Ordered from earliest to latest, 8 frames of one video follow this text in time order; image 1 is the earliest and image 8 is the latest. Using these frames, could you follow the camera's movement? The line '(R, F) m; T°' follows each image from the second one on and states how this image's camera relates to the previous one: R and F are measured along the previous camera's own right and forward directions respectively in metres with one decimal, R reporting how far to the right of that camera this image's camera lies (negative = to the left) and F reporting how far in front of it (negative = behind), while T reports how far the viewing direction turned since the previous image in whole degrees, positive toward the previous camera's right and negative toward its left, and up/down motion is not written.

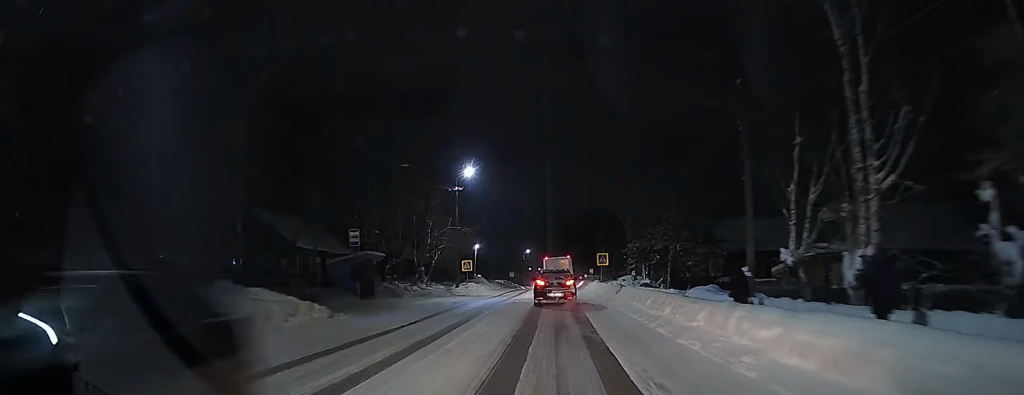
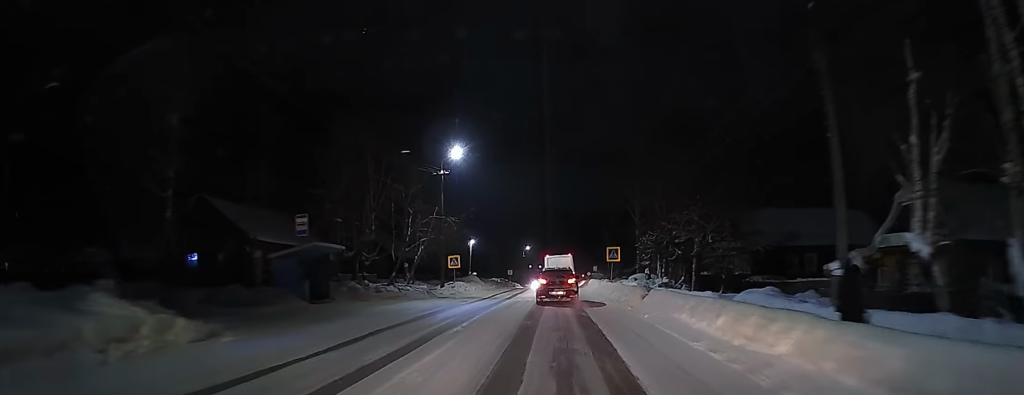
(-0.2, +7.0) m; 0°
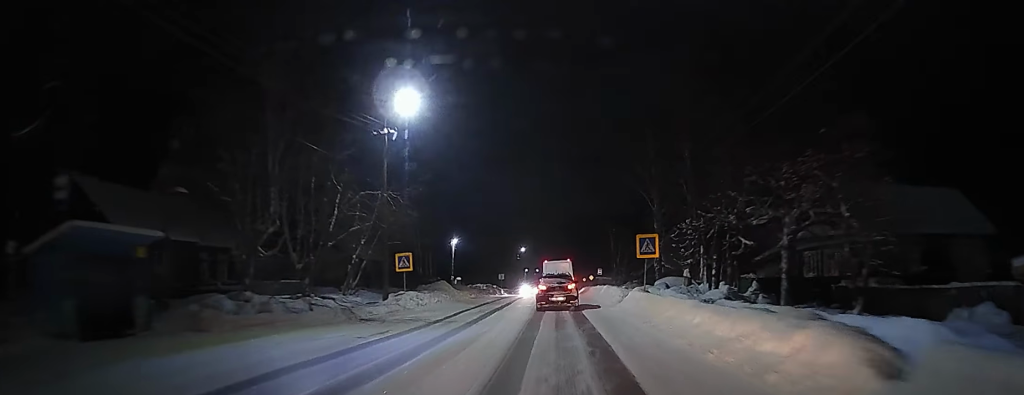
(+0.1, +13.9) m; 0°
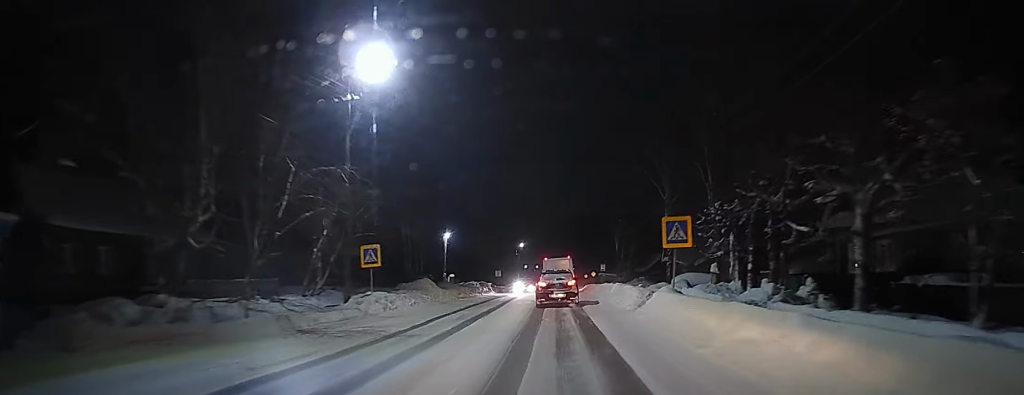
(0.0, +5.6) m; 0°
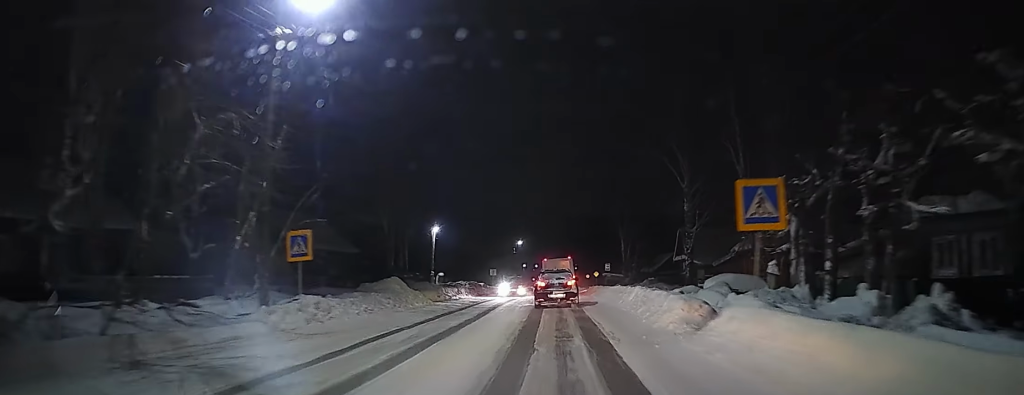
(+0.3, +6.8) m; -1°
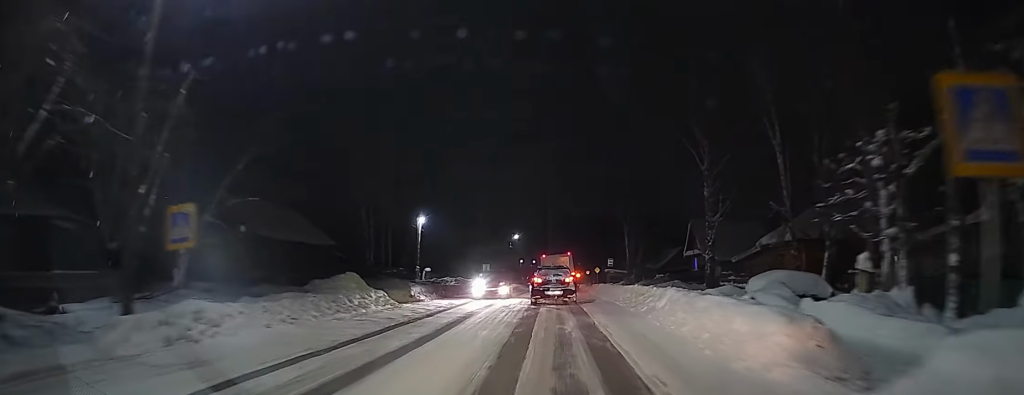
(-0.4, +6.1) m; -2°
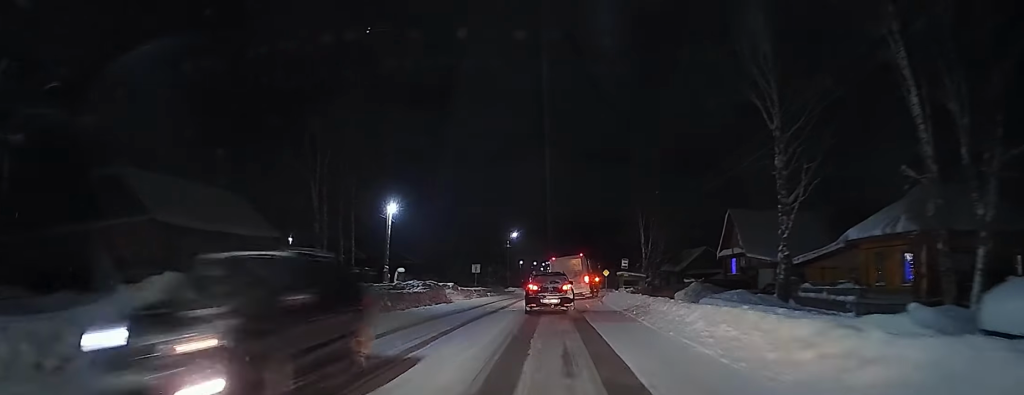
(0.0, +11.9) m; +3°
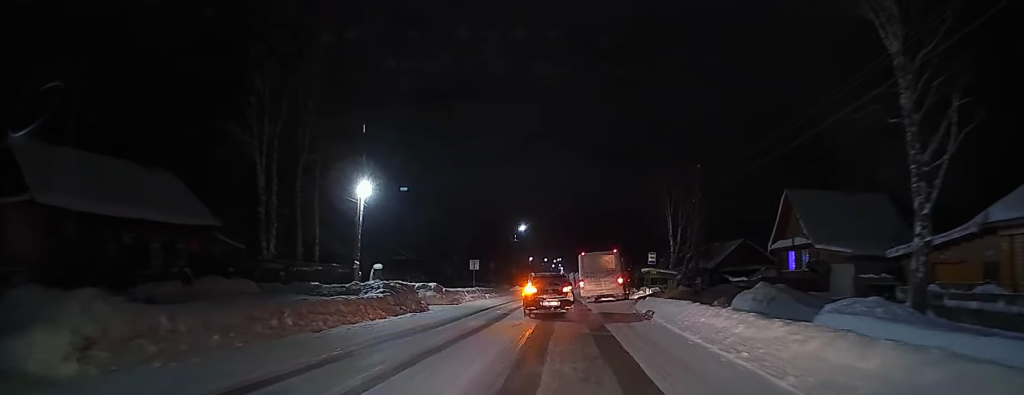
(+0.3, +10.2) m; 0°
